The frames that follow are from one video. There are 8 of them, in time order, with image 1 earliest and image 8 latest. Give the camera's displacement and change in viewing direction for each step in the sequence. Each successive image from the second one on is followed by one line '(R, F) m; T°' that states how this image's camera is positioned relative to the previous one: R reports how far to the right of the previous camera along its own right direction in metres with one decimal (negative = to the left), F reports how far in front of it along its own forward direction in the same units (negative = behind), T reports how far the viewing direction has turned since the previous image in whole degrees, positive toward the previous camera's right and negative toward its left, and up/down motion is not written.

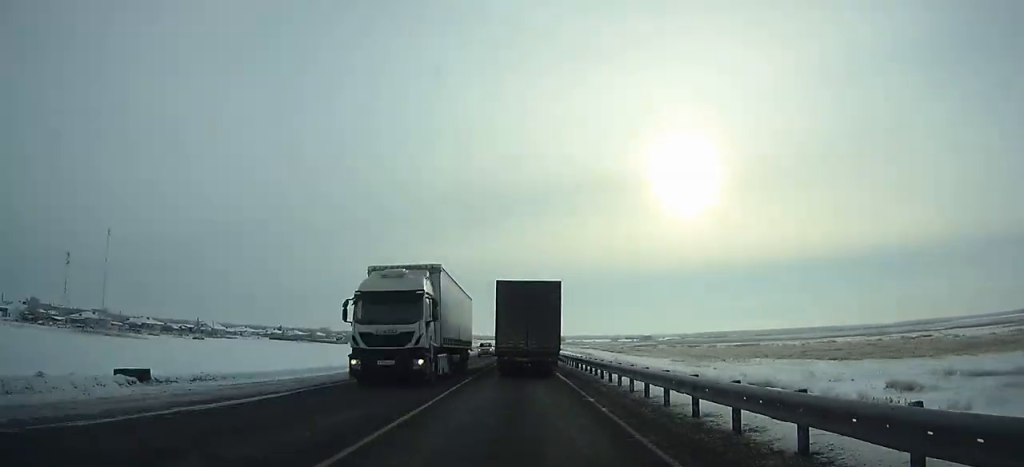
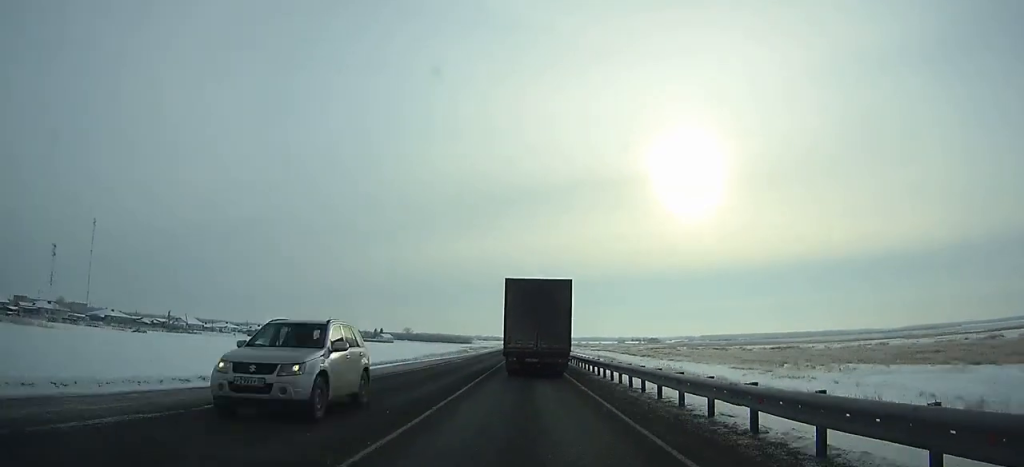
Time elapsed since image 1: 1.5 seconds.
(0.0, +29.7) m; 0°
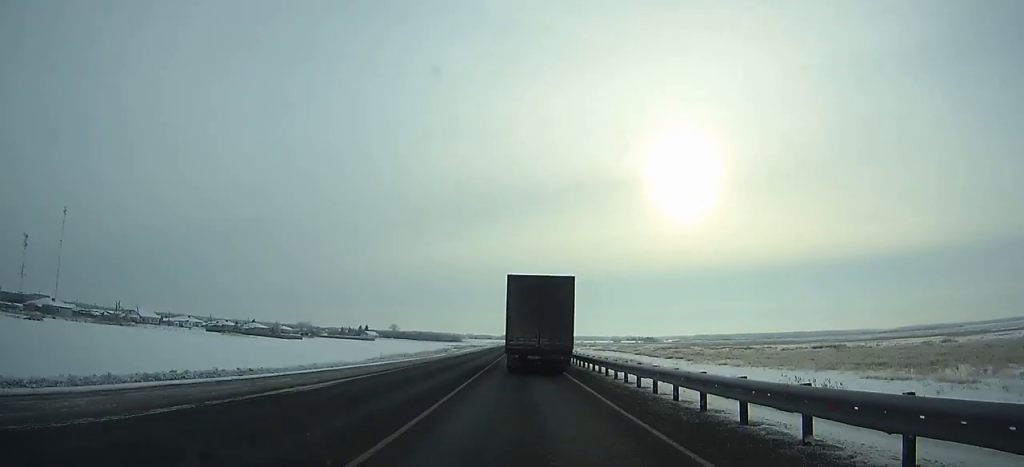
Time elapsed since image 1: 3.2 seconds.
(+0.1, +33.3) m; 0°
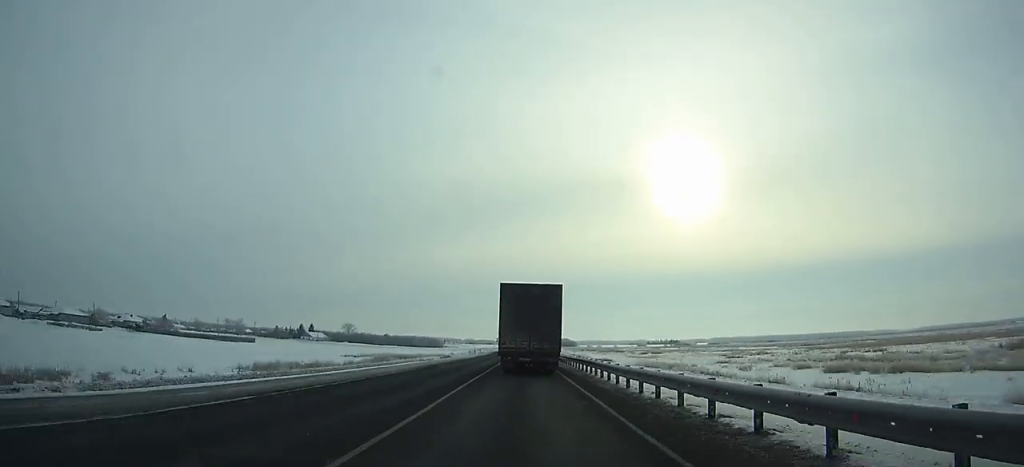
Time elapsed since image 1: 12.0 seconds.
(-0.3, +171.8) m; 0°
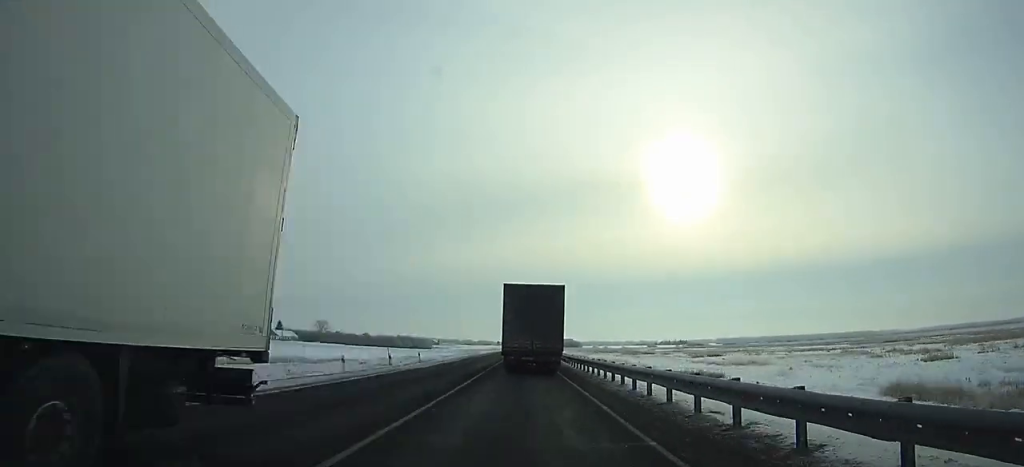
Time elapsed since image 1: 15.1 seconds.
(0.0, +60.6) m; 0°
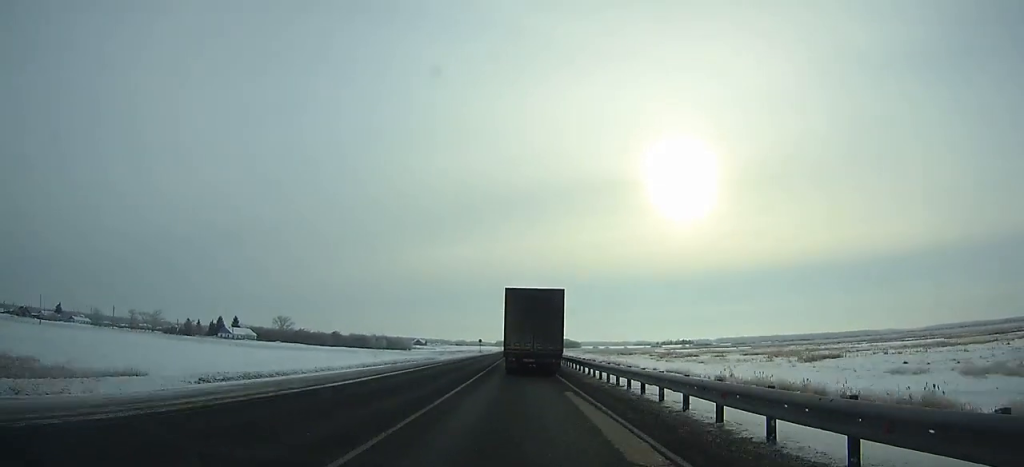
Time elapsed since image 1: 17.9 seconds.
(0.0, +54.7) m; 0°
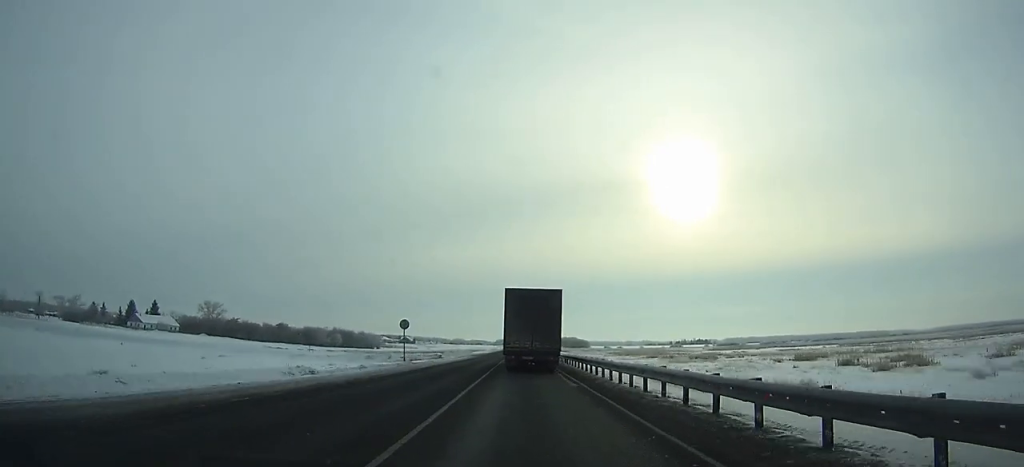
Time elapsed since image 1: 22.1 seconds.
(+0.2, +82.1) m; 0°
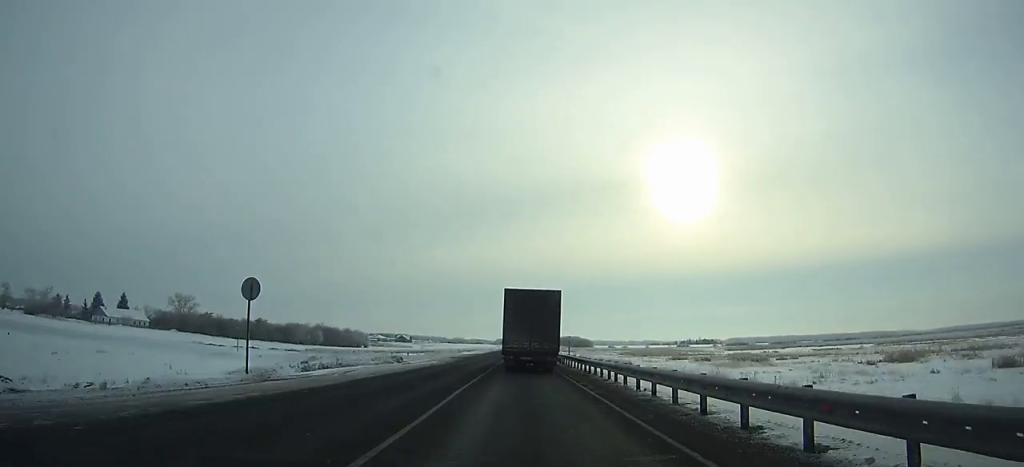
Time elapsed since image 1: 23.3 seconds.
(0.0, +23.5) m; 0°
